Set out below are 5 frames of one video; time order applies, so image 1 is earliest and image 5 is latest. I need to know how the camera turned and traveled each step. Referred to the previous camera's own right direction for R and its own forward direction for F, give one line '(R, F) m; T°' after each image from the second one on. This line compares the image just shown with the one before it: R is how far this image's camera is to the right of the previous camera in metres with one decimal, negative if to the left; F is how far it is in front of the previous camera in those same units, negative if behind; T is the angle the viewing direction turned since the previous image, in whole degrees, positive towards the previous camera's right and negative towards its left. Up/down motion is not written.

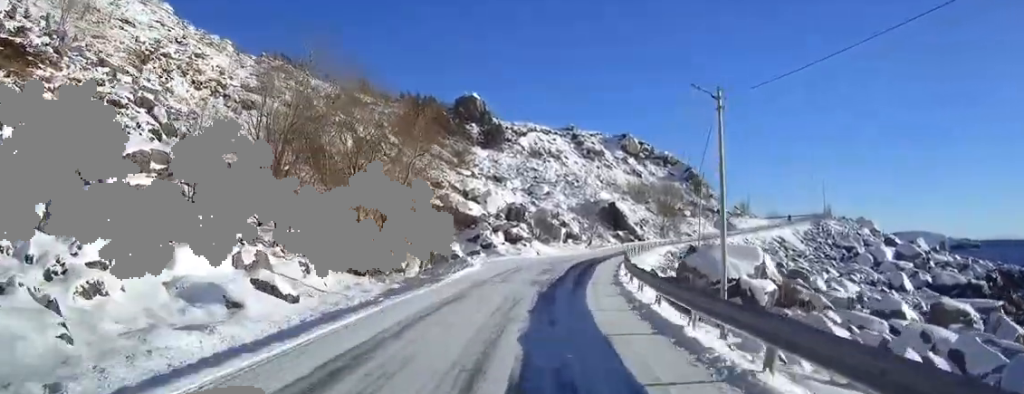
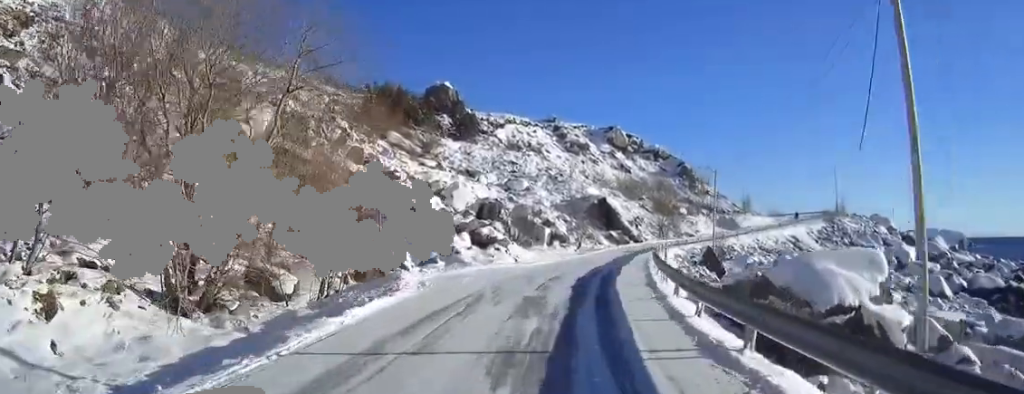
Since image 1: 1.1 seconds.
(+0.3, +14.8) m; +2°
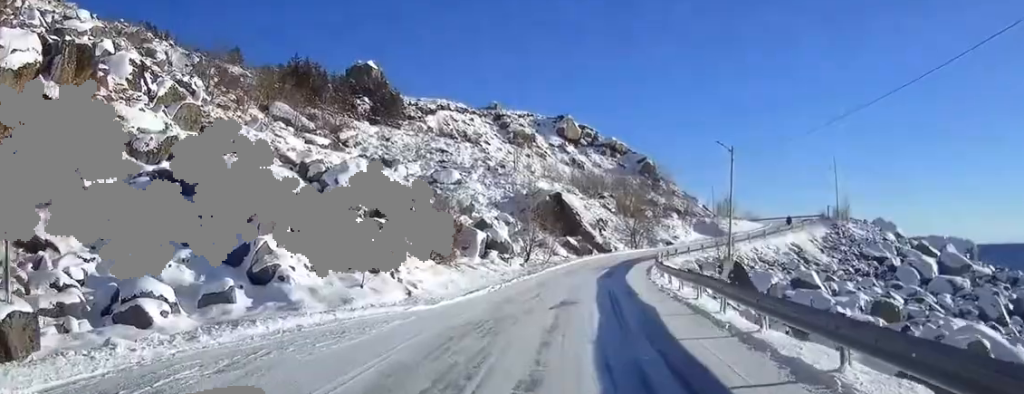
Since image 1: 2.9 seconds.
(+0.5, +22.2) m; +3°
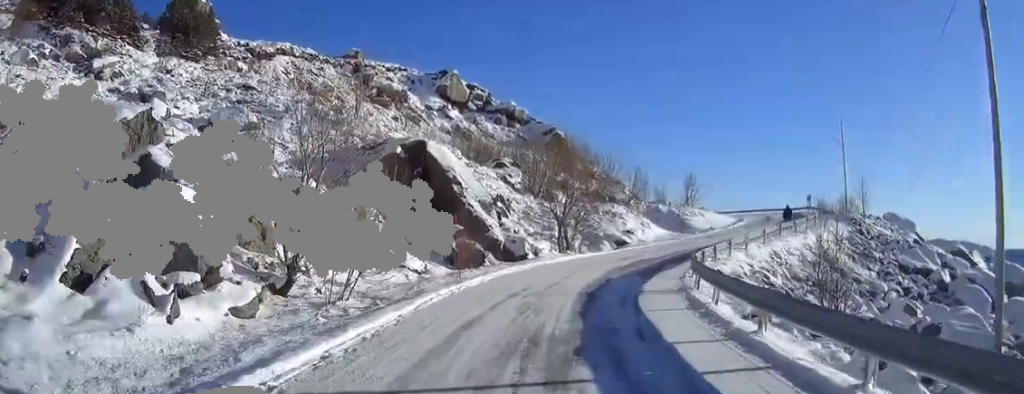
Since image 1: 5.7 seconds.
(+2.7, +34.3) m; +9°
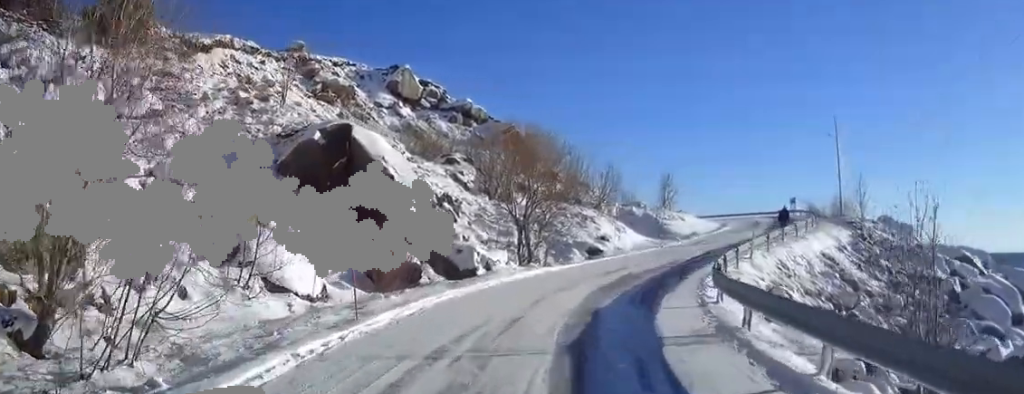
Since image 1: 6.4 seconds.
(0.0, +7.8) m; +3°
